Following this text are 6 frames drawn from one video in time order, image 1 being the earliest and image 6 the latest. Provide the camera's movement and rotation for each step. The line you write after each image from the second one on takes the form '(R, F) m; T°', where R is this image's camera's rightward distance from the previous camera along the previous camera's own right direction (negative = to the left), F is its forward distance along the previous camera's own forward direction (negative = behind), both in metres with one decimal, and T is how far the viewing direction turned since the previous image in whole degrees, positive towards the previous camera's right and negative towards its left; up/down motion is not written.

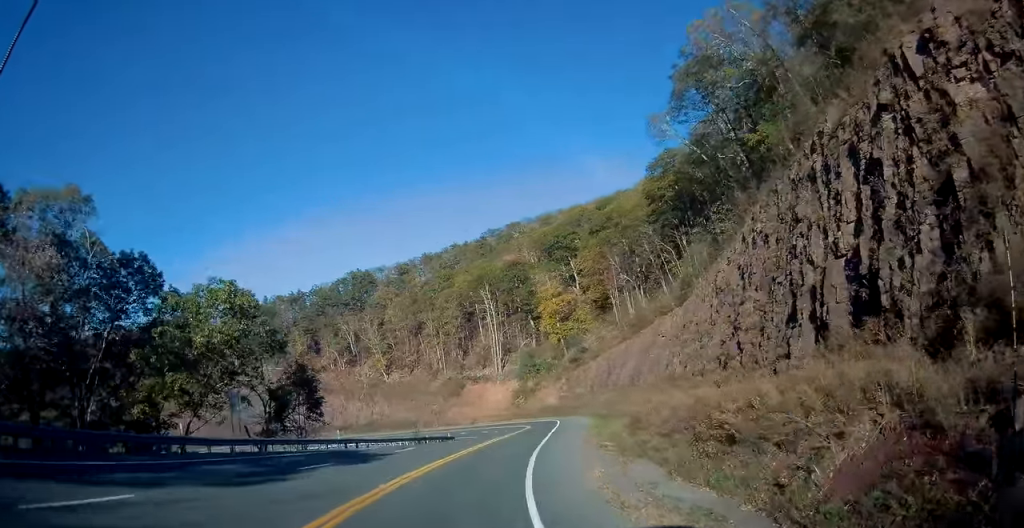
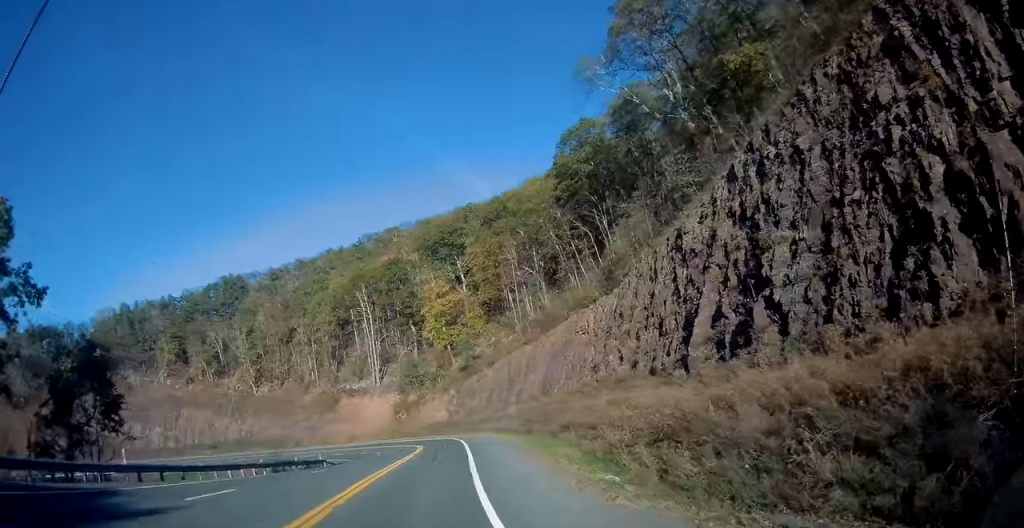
(+2.3, +16.3) m; +13°
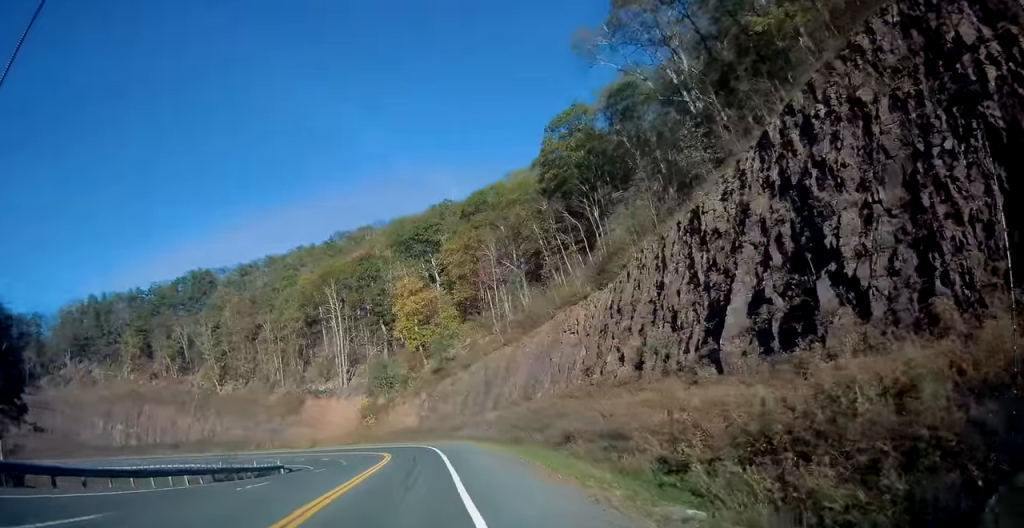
(+0.3, +6.7) m; +4°
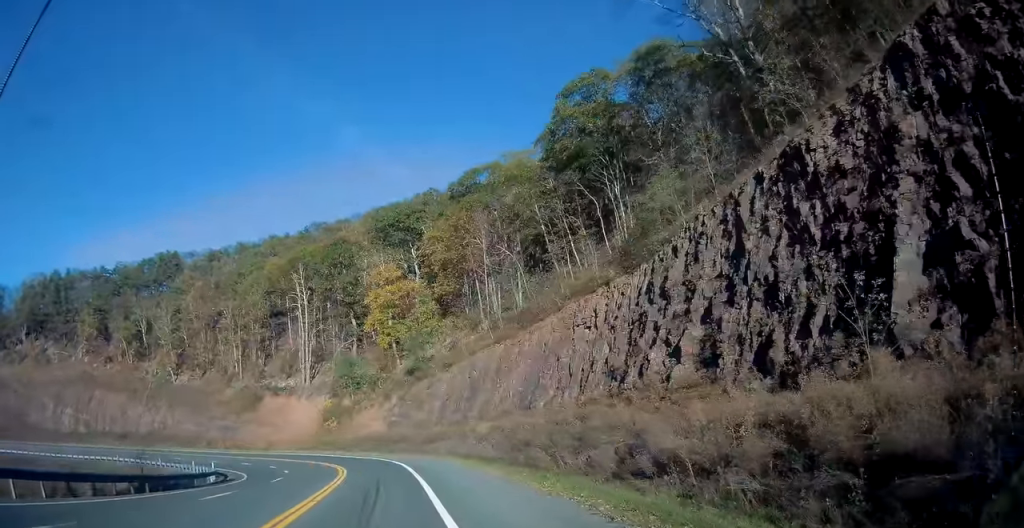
(+0.9, +12.9) m; +4°
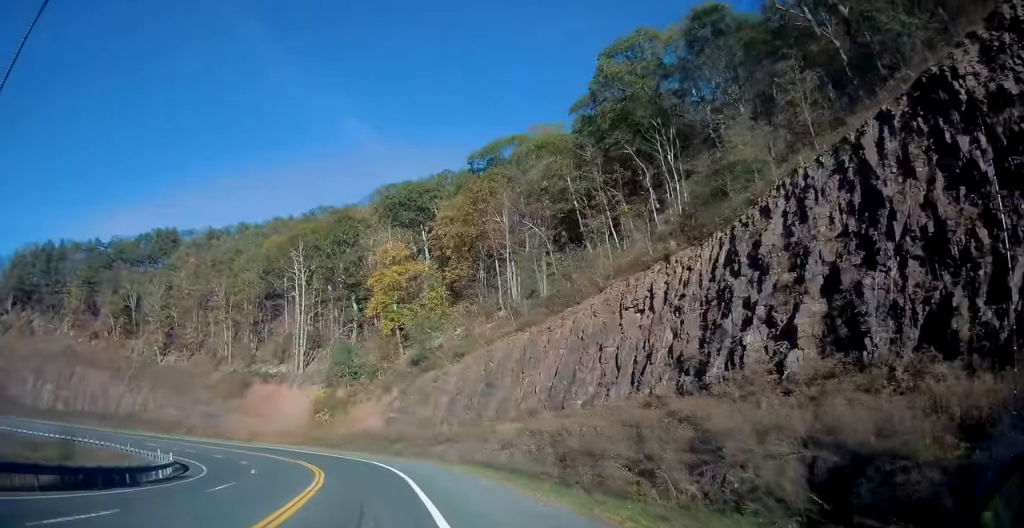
(+0.1, +9.7) m; +1°
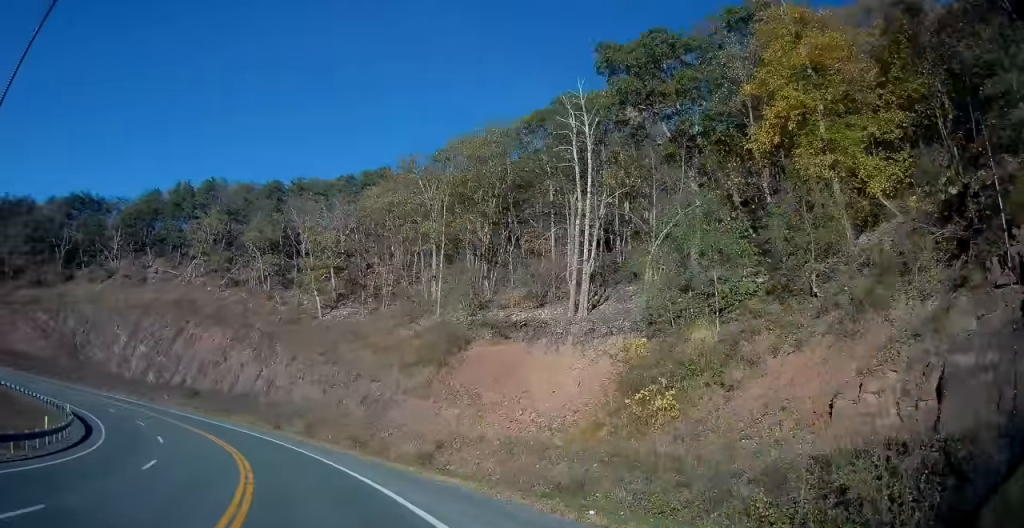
(-6.7, +52.0) m; -22°
